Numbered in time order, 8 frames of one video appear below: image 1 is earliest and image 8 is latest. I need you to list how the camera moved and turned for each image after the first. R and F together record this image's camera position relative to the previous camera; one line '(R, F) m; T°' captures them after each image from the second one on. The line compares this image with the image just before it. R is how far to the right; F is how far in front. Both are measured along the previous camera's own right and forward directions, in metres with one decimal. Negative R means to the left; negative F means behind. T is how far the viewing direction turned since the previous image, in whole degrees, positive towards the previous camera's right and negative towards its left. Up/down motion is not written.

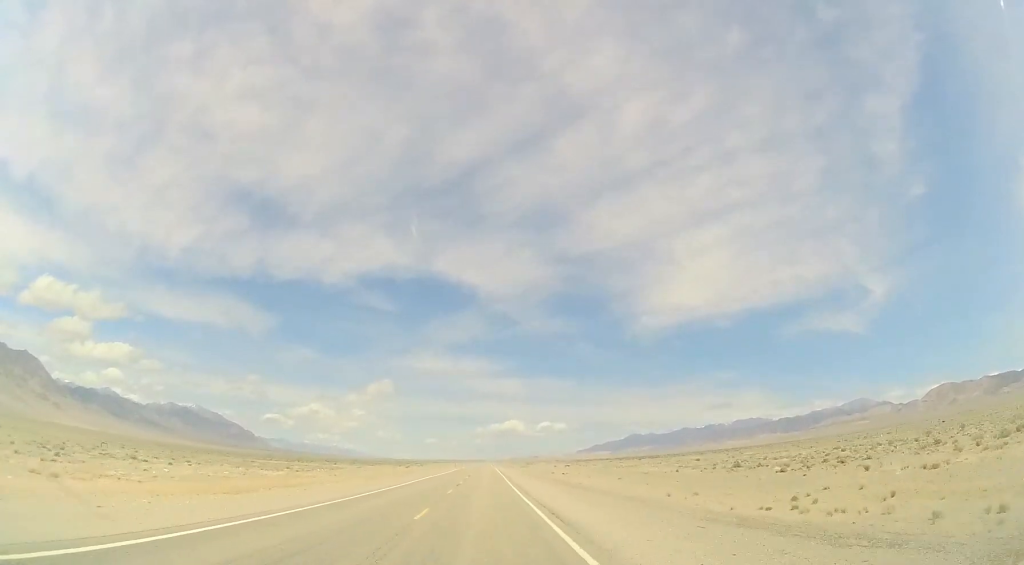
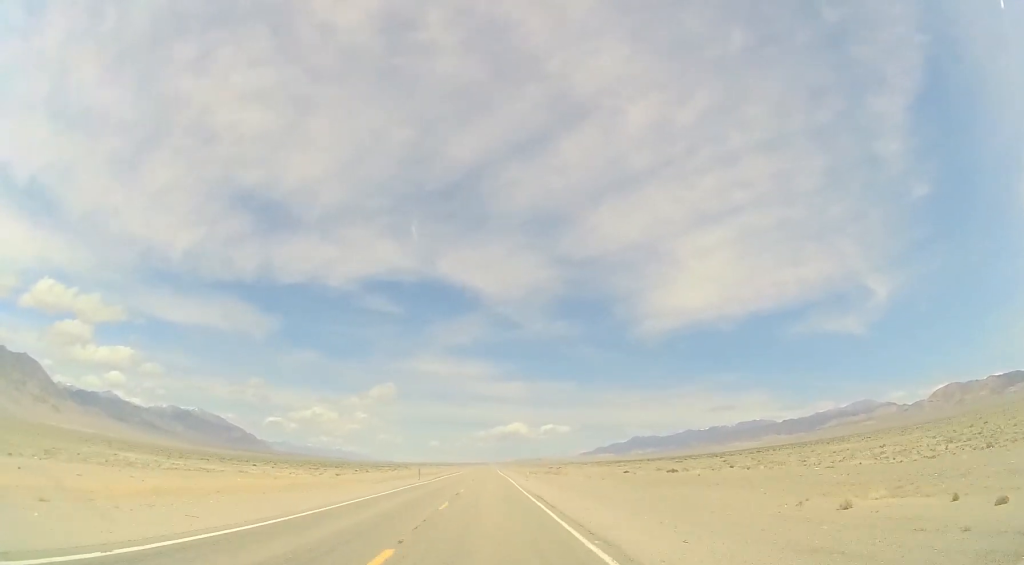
(+0.7, +69.8) m; 0°
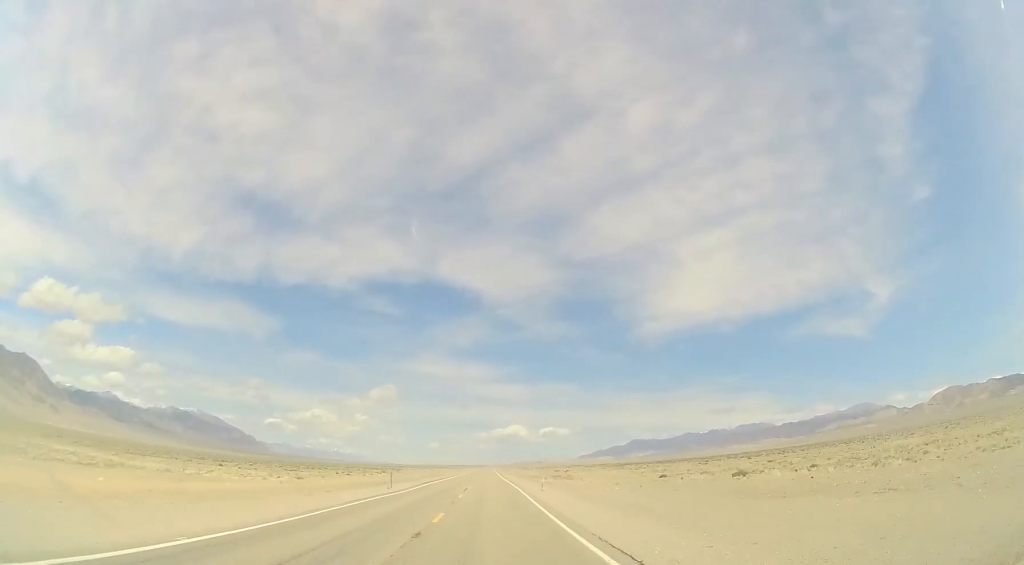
(-0.3, +15.8) m; 0°
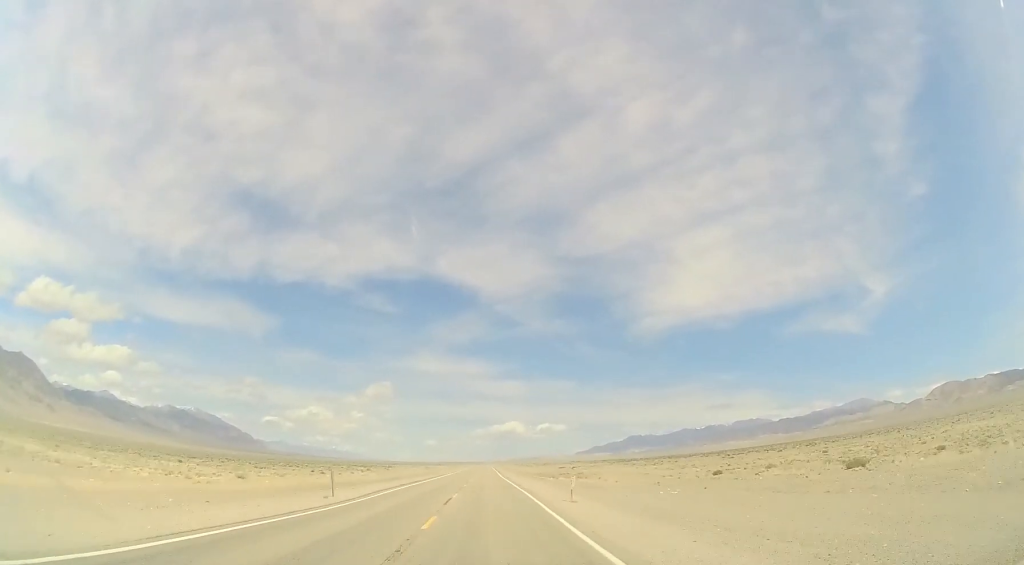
(-0.3, +14.7) m; 0°
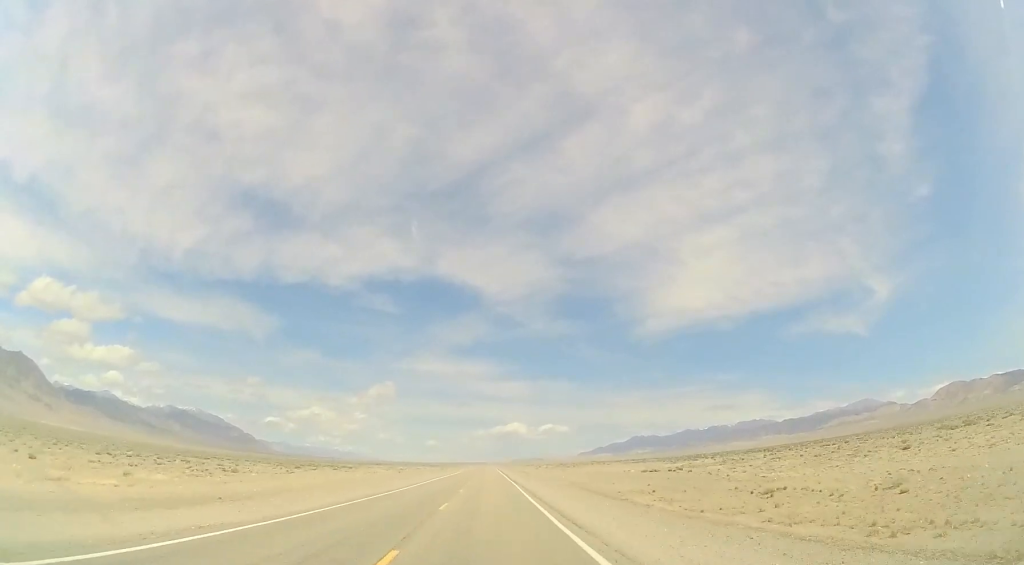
(+0.6, +67.9) m; +1°
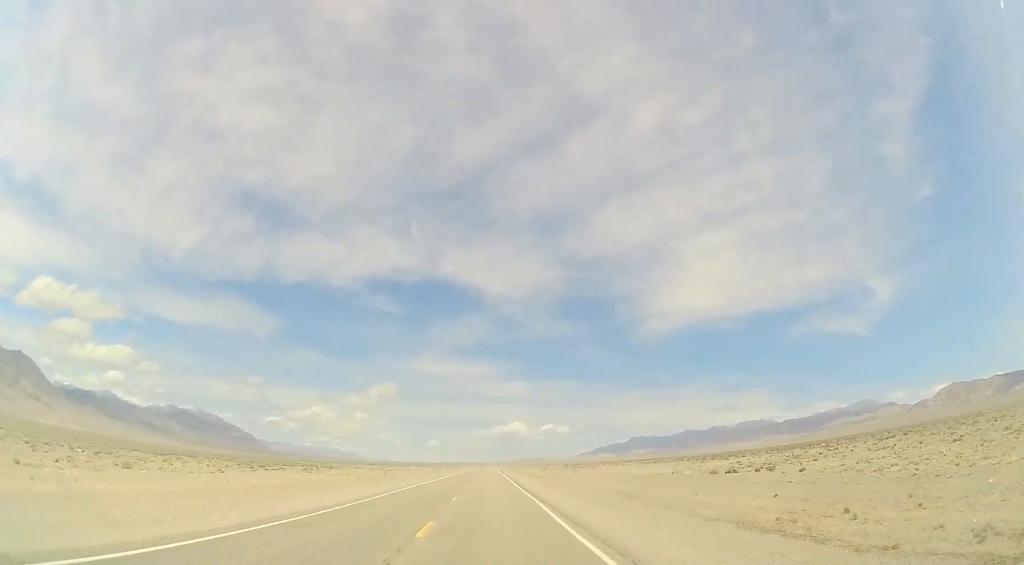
(+0.1, +19.2) m; 0°
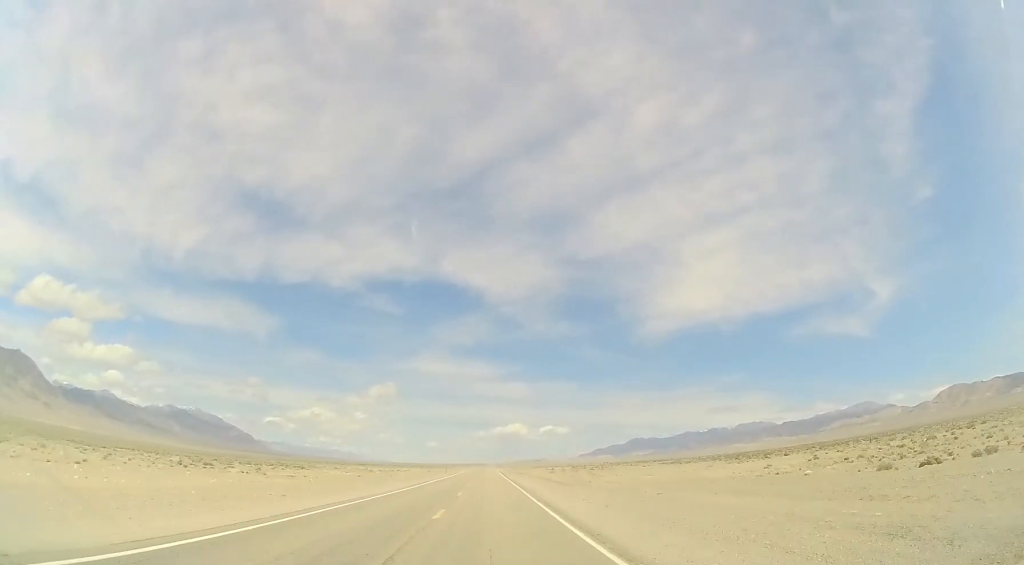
(+0.1, +20.3) m; 0°
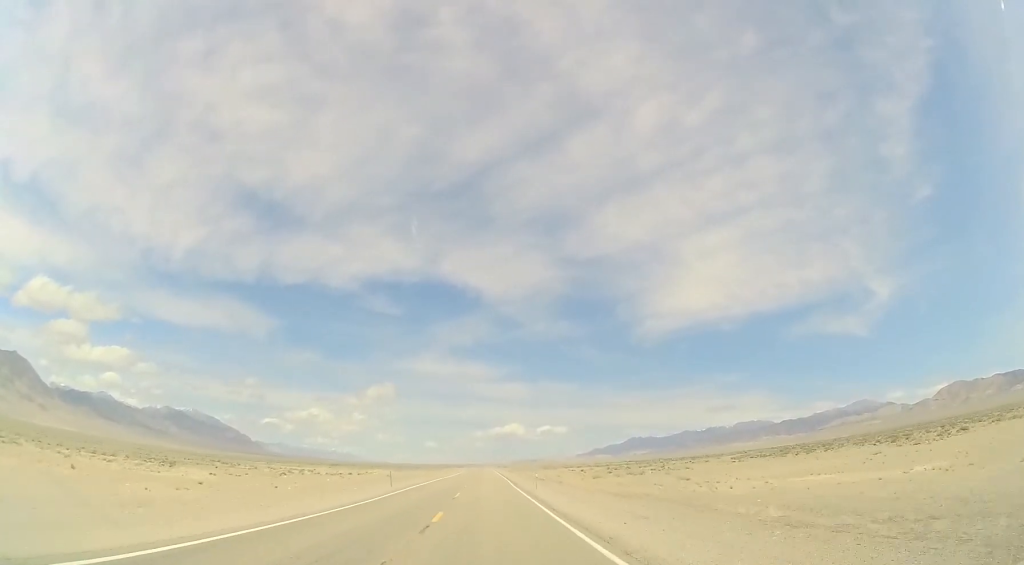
(-0.3, +49.8) m; 0°
